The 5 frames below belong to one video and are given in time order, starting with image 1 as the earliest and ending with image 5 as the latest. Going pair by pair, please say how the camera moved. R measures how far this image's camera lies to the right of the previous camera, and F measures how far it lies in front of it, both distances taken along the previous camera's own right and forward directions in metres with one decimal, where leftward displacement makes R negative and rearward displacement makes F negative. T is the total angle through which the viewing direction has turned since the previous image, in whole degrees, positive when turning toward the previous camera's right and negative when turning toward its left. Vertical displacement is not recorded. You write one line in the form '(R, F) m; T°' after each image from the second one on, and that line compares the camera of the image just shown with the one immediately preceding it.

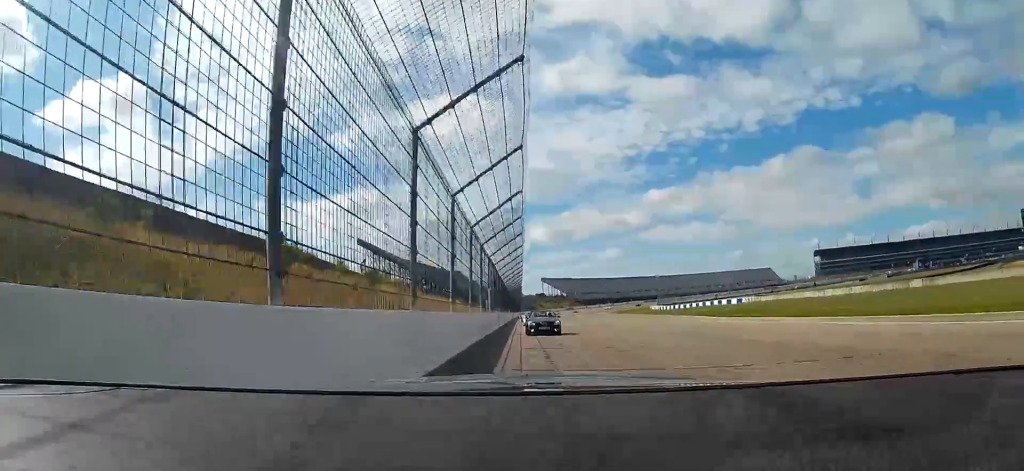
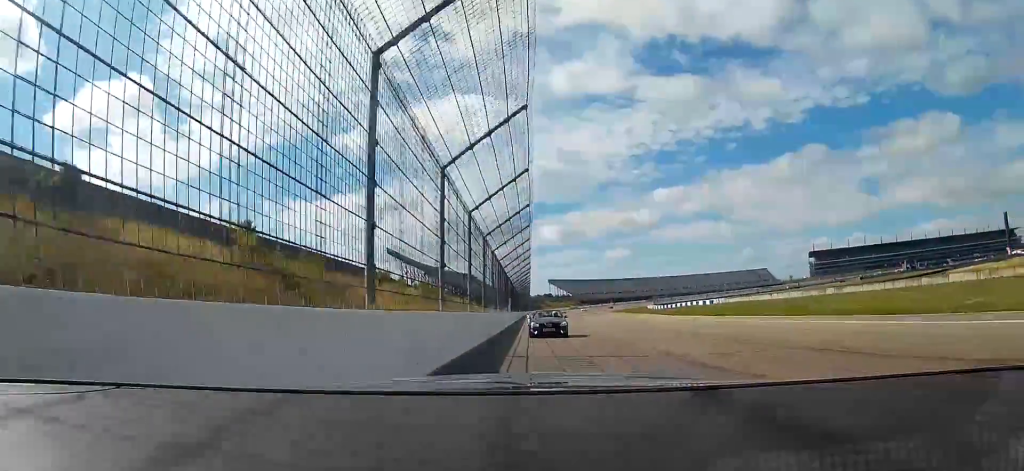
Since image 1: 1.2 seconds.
(-0.3, +27.1) m; -1°
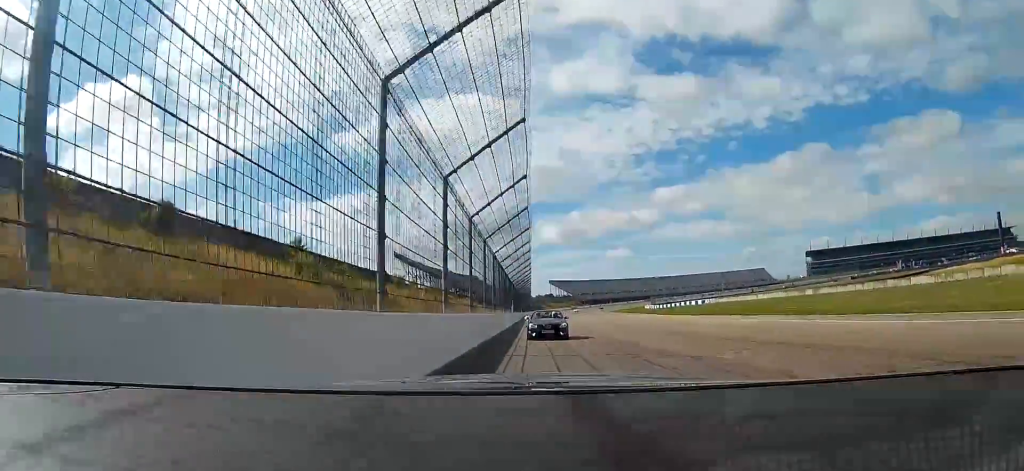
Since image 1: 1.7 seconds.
(+0.1, +9.2) m; -1°
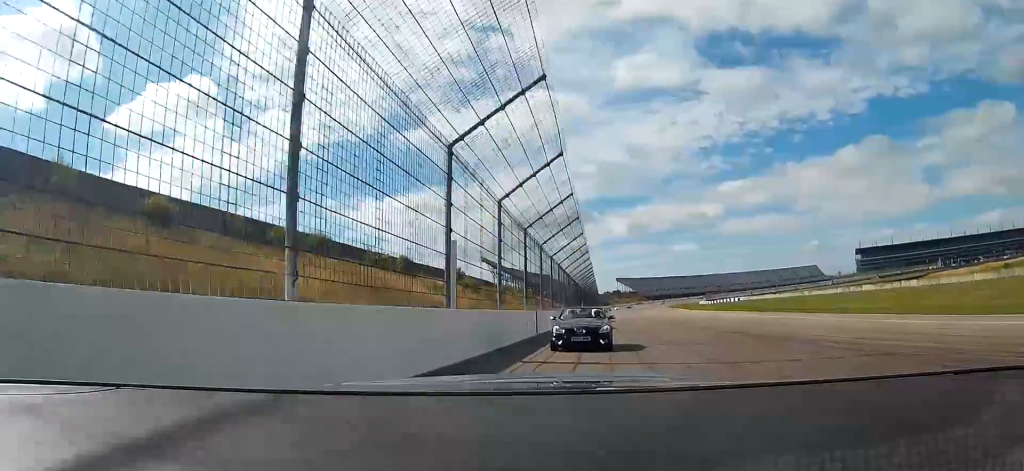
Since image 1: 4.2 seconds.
(-1.5, +37.1) m; -8°
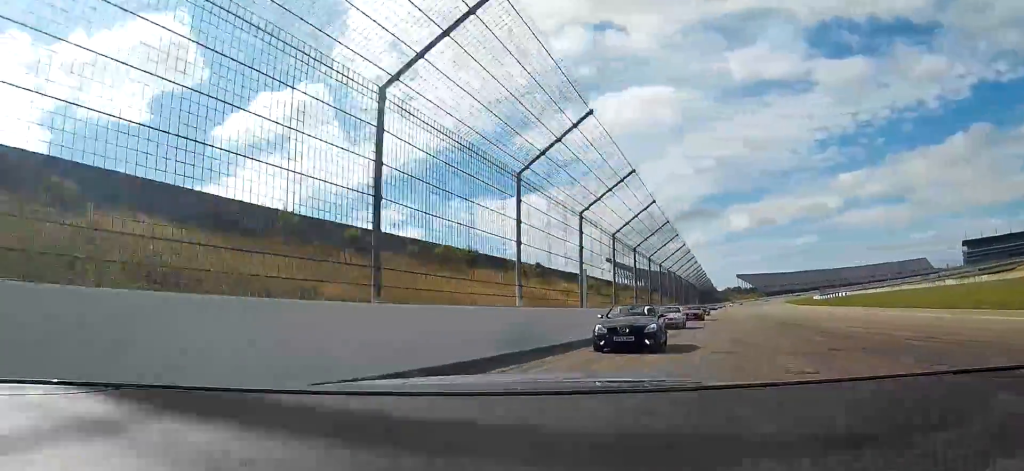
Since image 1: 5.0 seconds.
(-0.5, +10.8) m; -12°
